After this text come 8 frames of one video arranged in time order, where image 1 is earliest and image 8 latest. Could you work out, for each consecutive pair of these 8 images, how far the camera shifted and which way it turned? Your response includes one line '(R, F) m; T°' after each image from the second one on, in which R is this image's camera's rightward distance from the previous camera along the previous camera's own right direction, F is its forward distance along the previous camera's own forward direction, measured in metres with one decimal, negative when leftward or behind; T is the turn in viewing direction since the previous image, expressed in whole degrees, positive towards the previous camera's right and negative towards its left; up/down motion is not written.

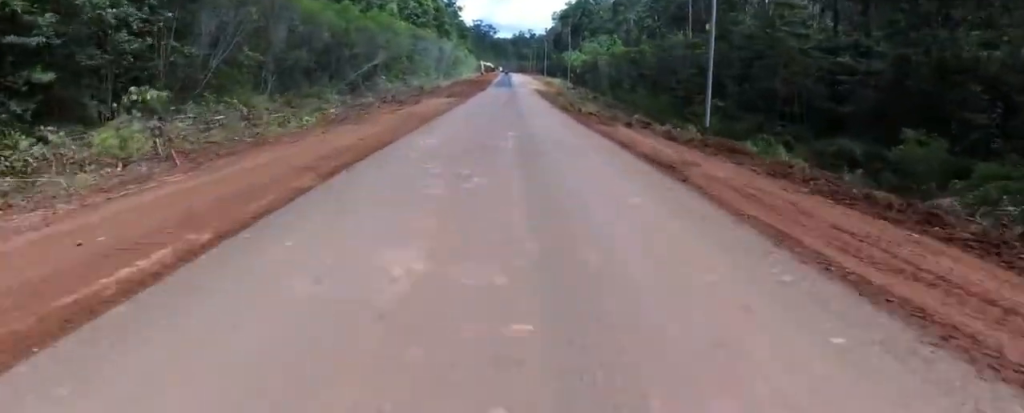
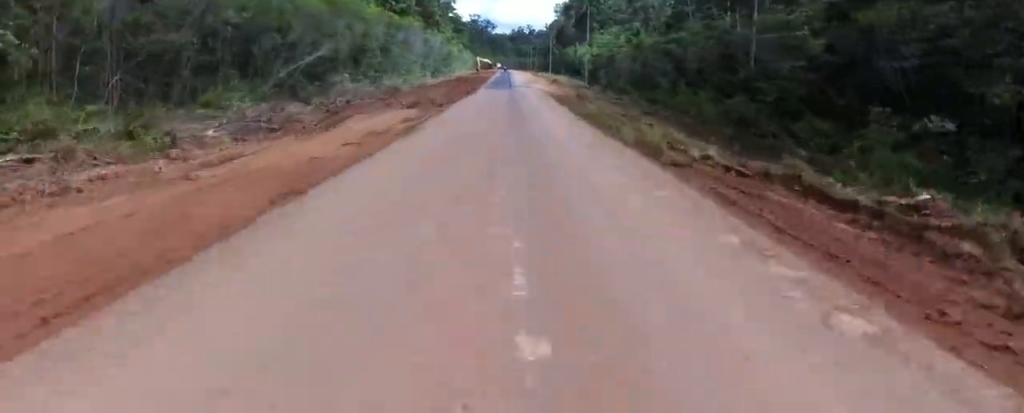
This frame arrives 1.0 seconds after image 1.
(+0.5, +17.5) m; -4°
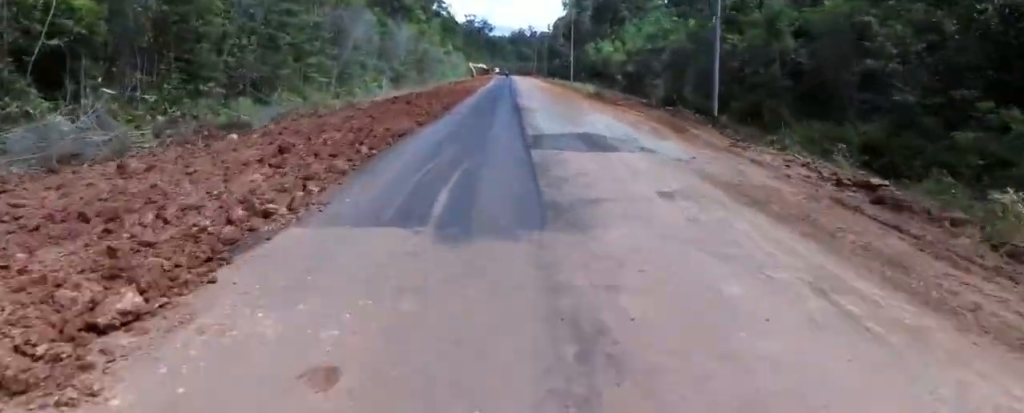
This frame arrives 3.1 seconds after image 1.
(-1.3, +35.2) m; +1°
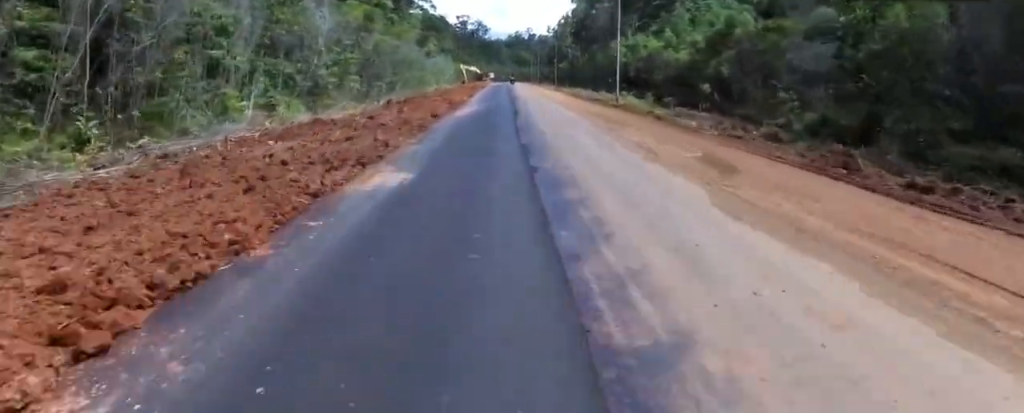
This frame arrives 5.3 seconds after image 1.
(+1.3, +29.7) m; +1°
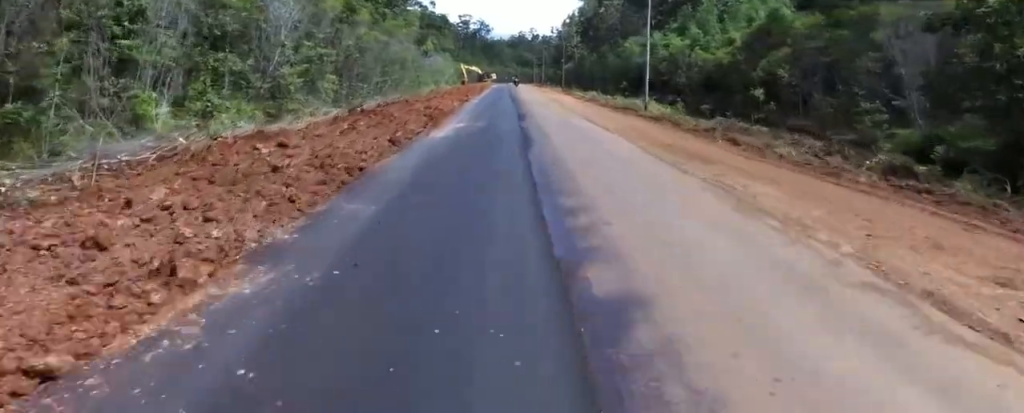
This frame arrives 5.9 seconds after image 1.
(-0.5, +7.6) m; -3°
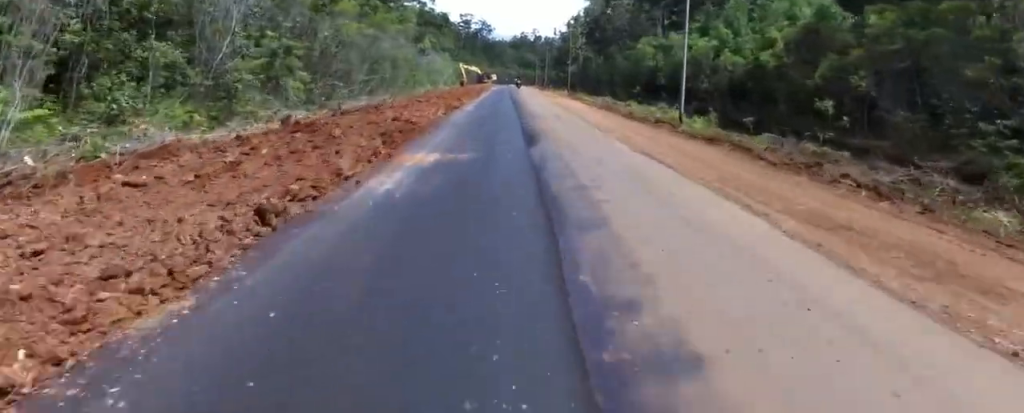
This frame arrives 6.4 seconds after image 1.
(-0.1, +6.7) m; +2°
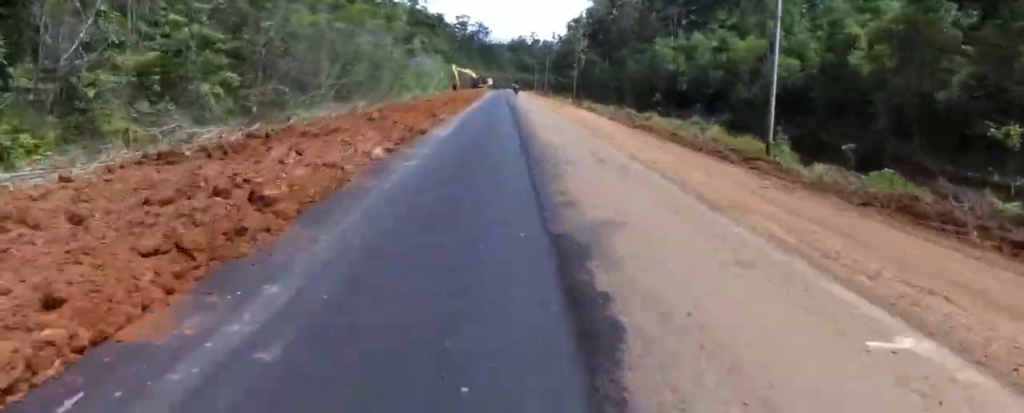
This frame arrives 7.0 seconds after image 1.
(-0.2, +8.9) m; +4°
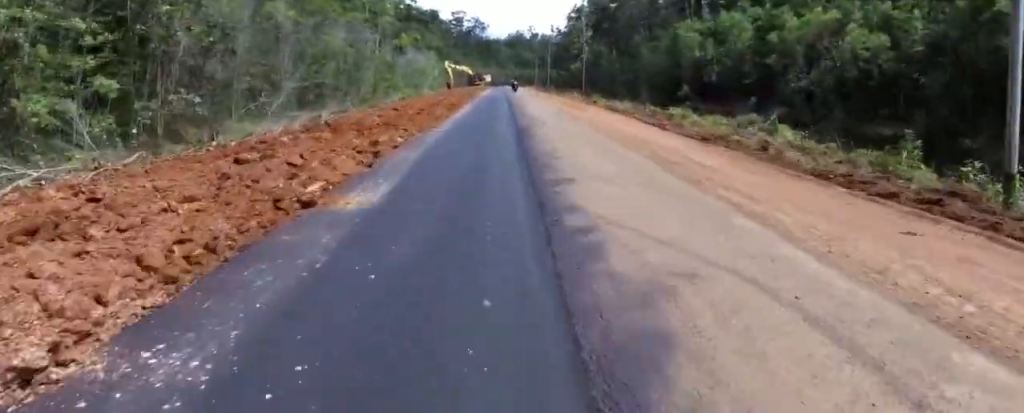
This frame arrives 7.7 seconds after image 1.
(+0.9, +8.2) m; 0°
